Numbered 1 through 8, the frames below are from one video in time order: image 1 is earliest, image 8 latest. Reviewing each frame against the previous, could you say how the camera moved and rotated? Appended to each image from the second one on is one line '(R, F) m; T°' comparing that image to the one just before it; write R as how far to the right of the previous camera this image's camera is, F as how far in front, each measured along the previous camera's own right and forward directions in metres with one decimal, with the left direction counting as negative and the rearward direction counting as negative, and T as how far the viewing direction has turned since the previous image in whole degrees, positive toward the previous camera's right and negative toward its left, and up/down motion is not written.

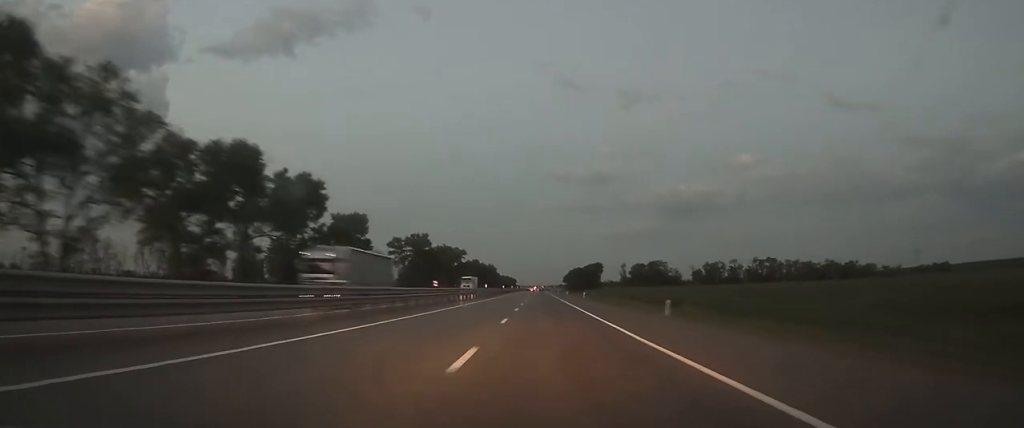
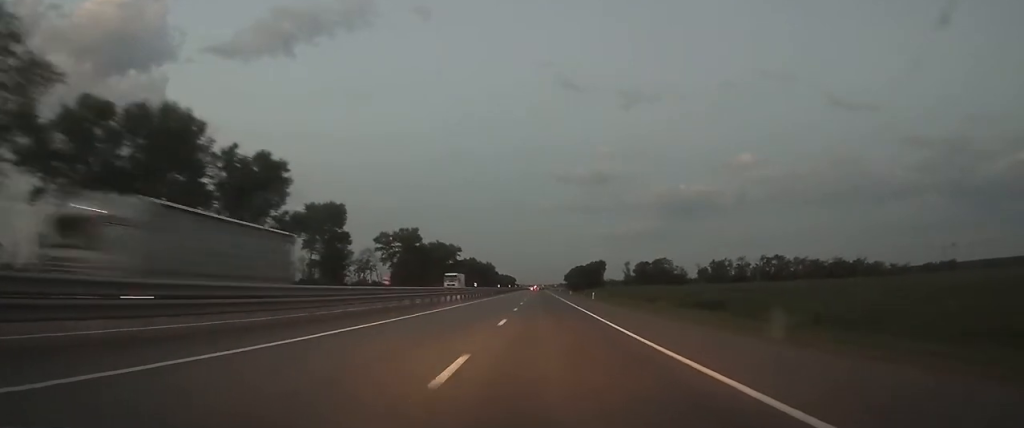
(0.0, +13.3) m; 0°
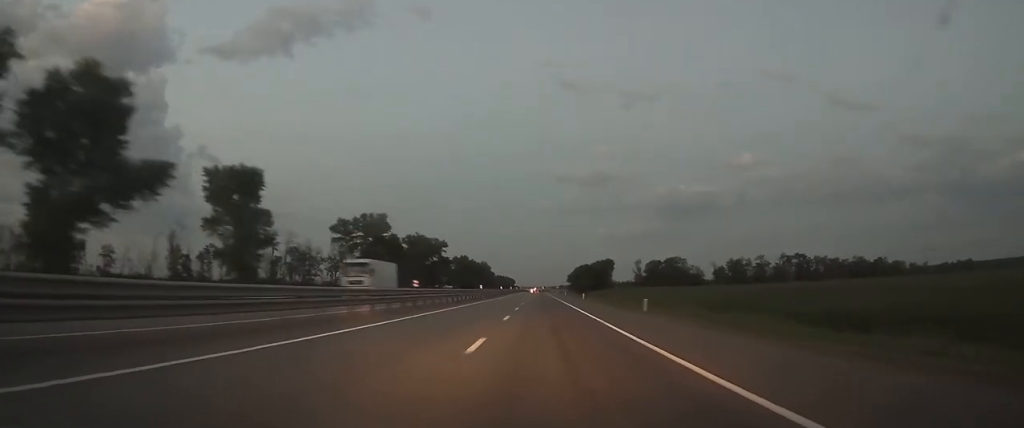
(+0.1, +31.9) m; 0°
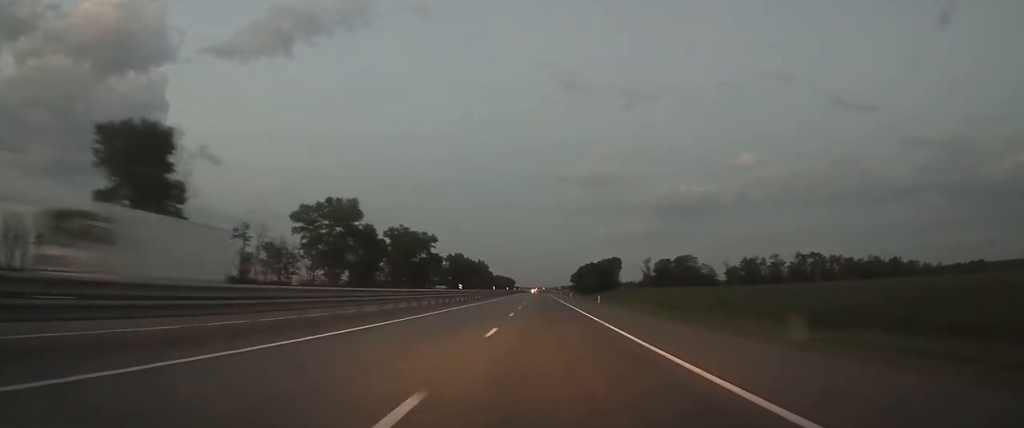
(+0.1, +19.7) m; 0°
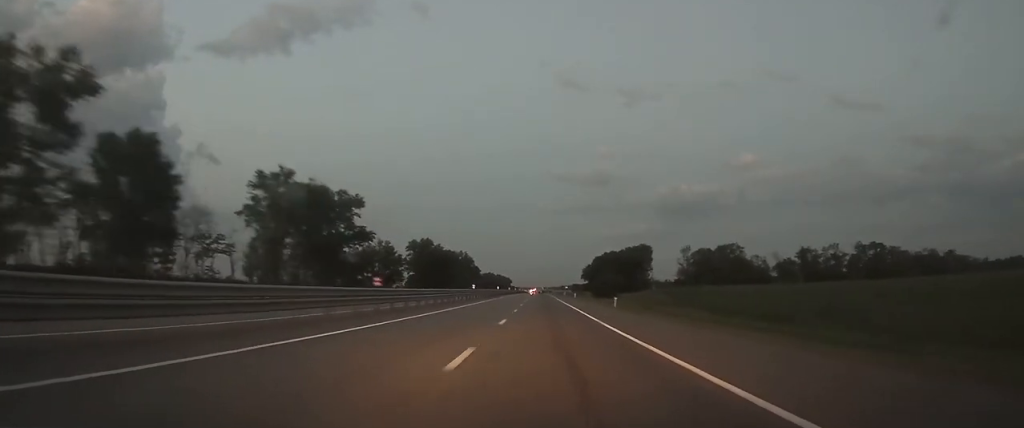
(+0.2, +65.8) m; 0°
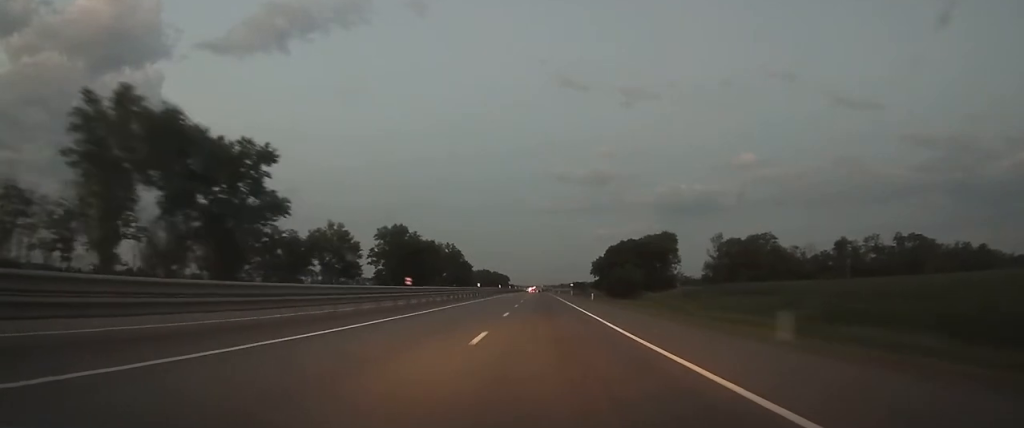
(0.0, +31.9) m; 0°
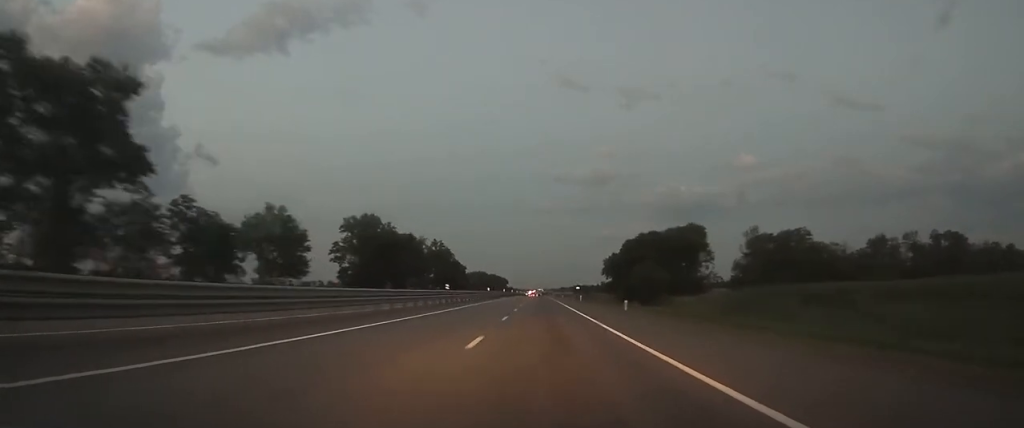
(0.0, +24.3) m; 0°
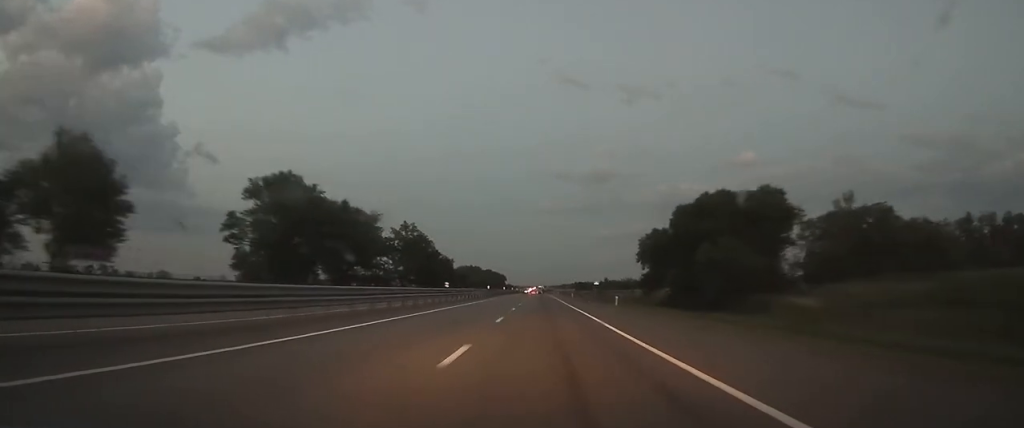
(0.0, +38.9) m; 0°
